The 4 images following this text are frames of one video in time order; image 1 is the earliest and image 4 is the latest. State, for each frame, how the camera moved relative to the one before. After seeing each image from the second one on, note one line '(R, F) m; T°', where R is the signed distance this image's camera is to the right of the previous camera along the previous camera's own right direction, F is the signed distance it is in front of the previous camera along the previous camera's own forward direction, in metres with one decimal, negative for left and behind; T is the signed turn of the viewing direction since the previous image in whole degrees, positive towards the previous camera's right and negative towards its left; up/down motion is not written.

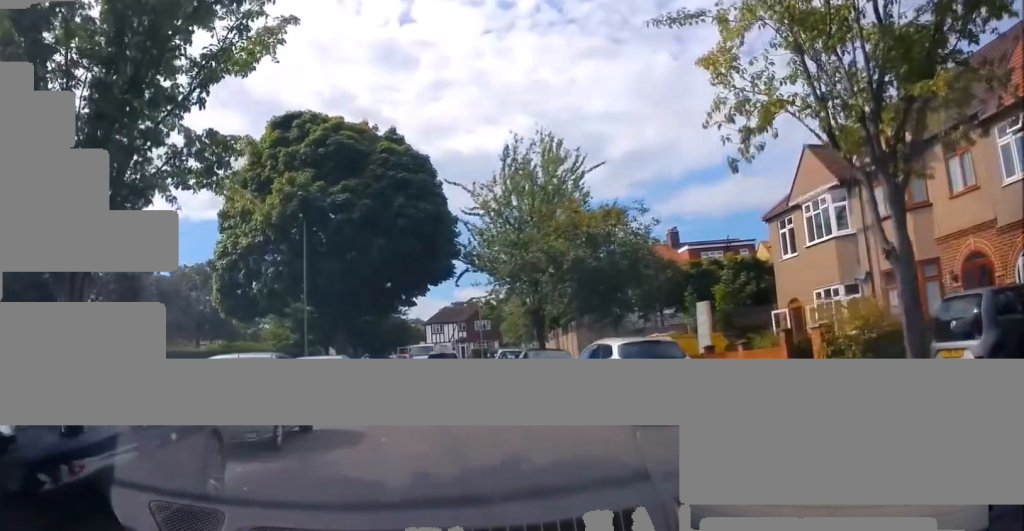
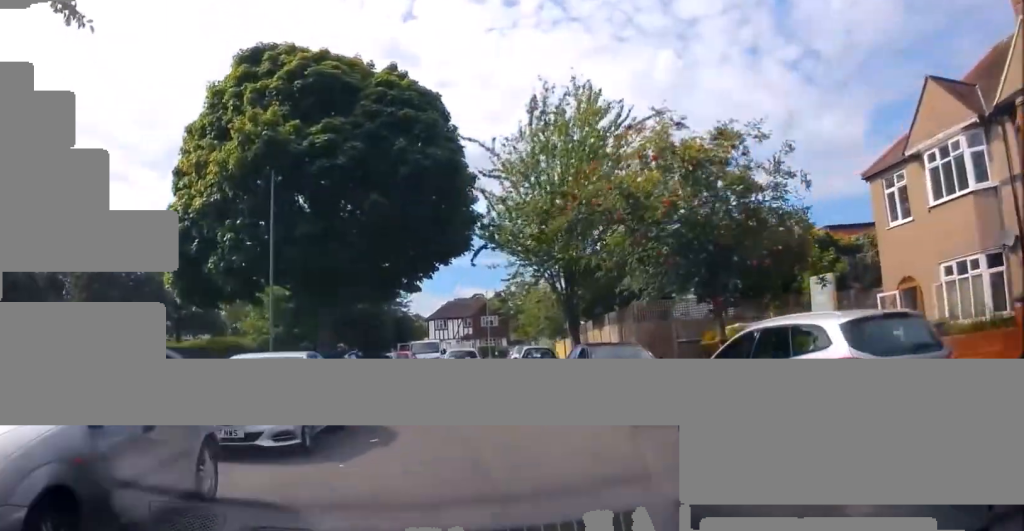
(+0.9, +5.9) m; -5°
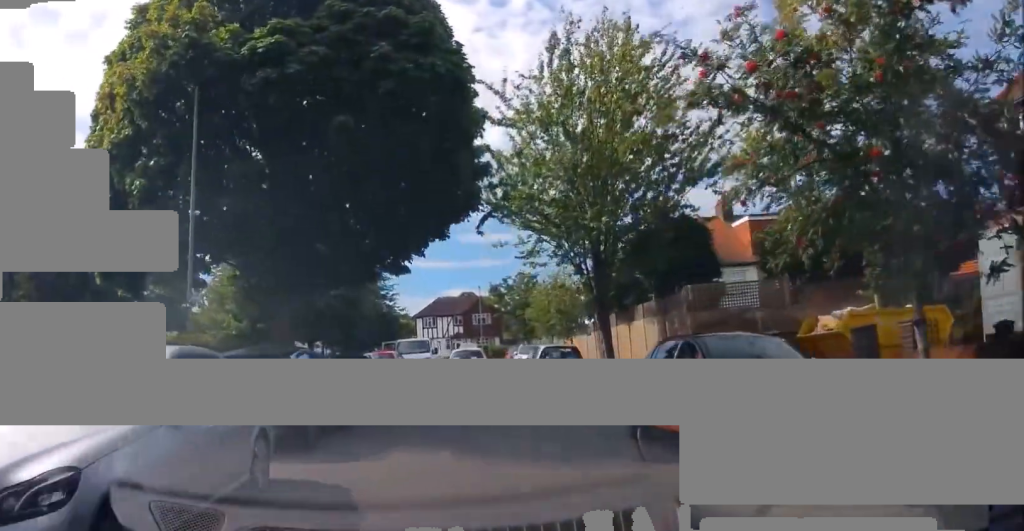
(-1.4, +3.7) m; -9°
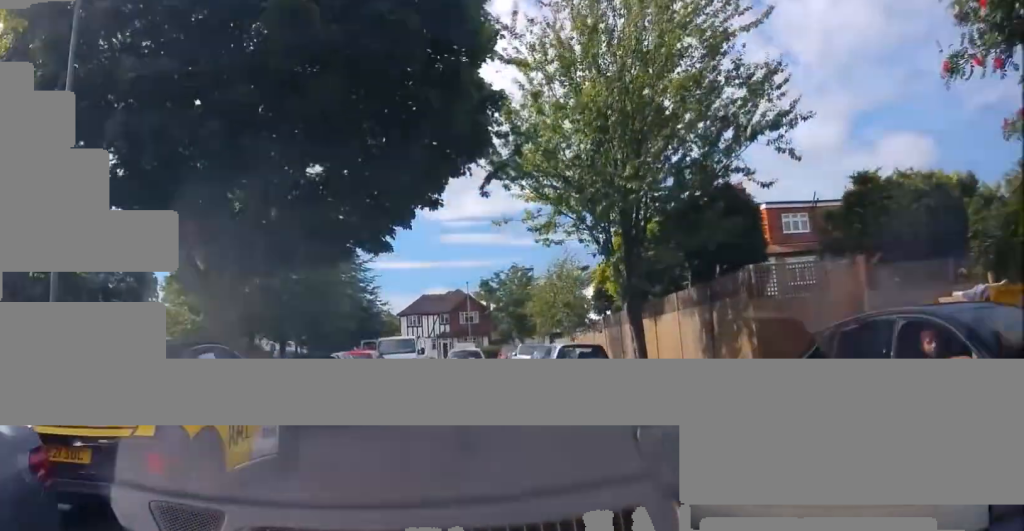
(+0.6, +4.0) m; +14°
